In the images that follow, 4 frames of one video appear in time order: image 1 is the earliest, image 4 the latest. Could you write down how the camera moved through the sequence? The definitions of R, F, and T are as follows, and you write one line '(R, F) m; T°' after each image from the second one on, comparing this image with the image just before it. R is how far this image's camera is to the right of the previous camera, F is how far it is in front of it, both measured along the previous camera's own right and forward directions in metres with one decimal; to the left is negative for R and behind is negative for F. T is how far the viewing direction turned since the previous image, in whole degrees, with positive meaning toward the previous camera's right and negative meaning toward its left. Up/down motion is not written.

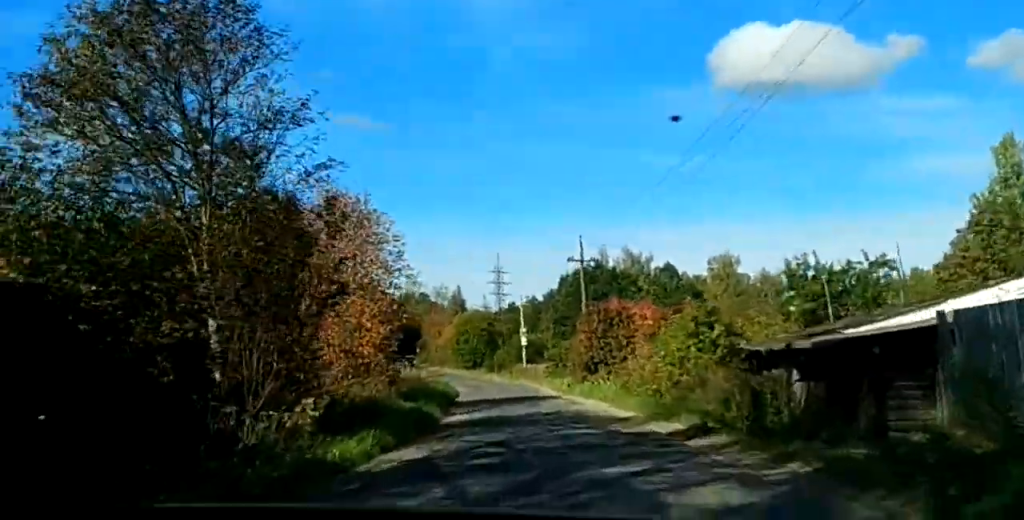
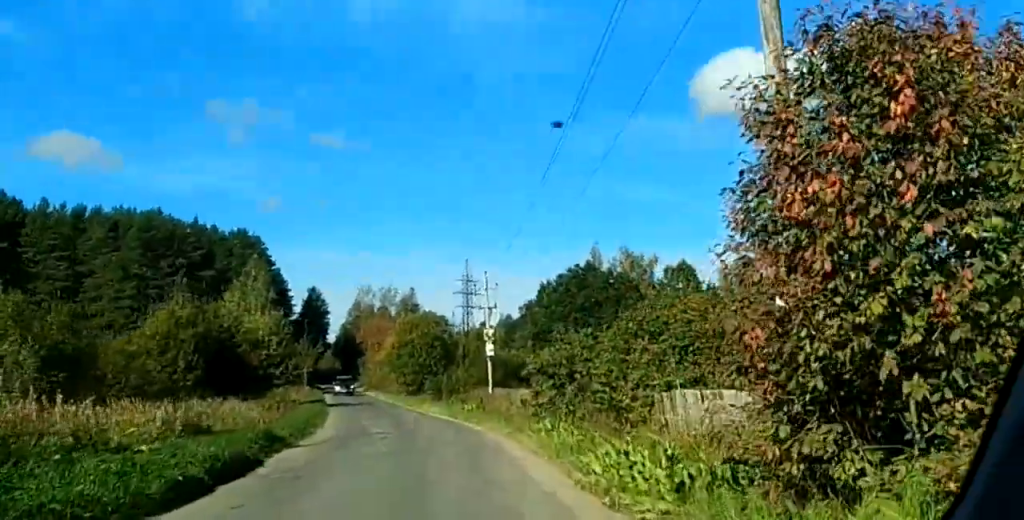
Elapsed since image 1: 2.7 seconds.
(+5.1, +37.4) m; +11°
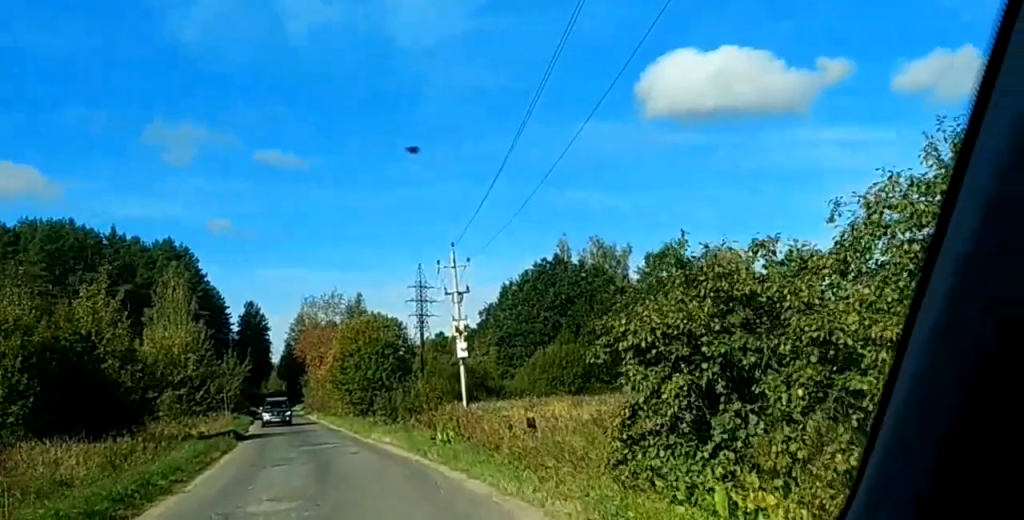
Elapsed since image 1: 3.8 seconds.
(+0.3, +17.1) m; 0°
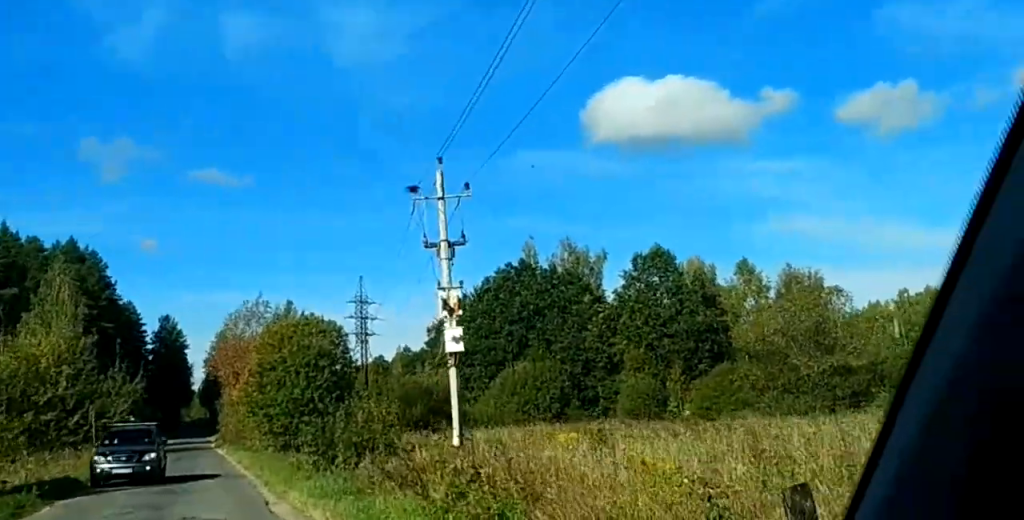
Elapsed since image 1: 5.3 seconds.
(-0.4, +20.9) m; -2°
